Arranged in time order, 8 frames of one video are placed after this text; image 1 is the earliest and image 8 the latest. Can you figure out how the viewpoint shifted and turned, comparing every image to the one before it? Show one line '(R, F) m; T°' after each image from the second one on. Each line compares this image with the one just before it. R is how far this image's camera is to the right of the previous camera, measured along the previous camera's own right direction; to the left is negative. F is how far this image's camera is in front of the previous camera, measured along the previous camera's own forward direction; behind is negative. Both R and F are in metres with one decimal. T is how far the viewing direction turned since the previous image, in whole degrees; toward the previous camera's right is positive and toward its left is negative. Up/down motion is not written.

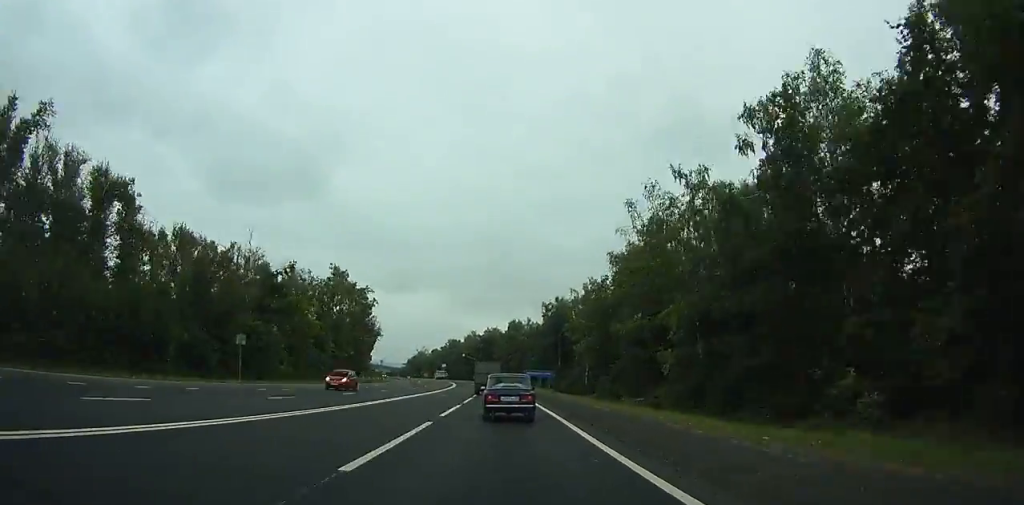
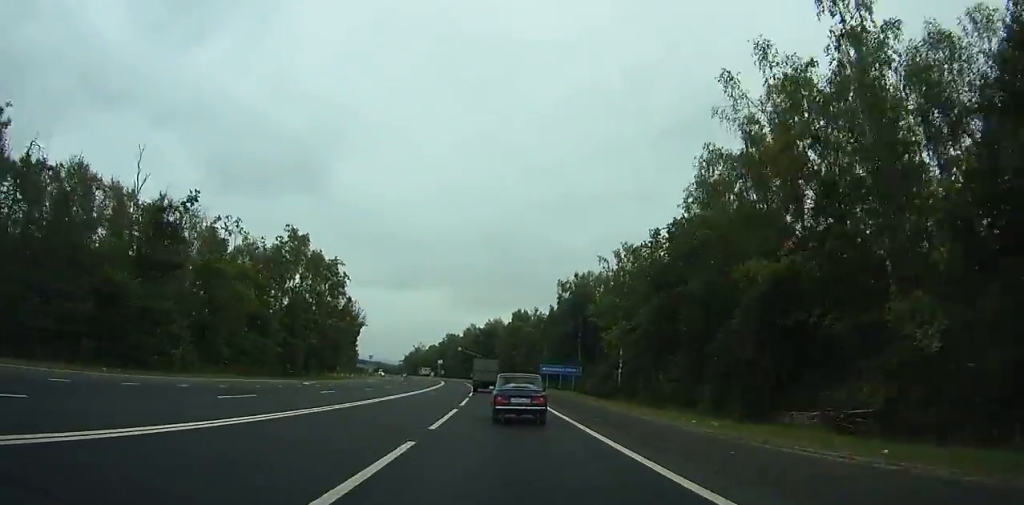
(+1.2, +31.5) m; +2°
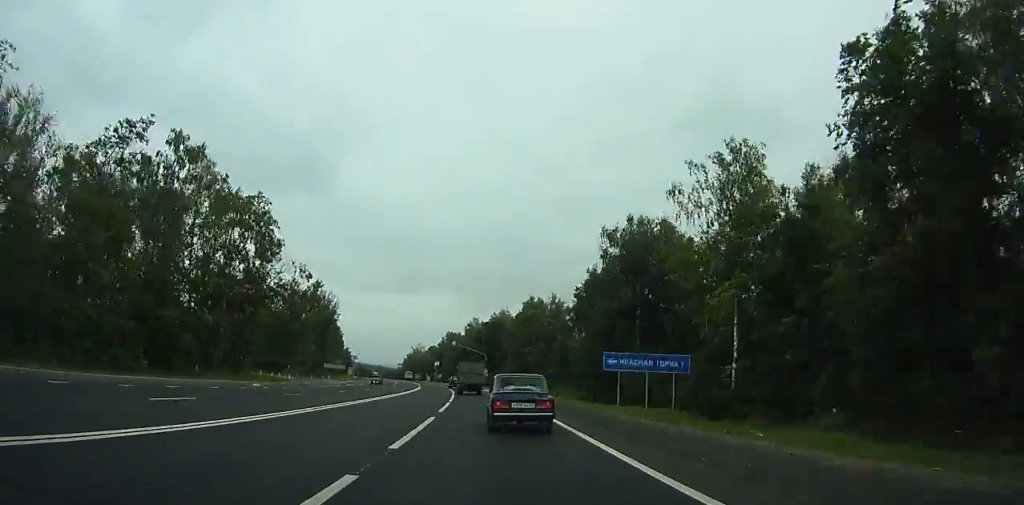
(+0.8, +41.0) m; -3°
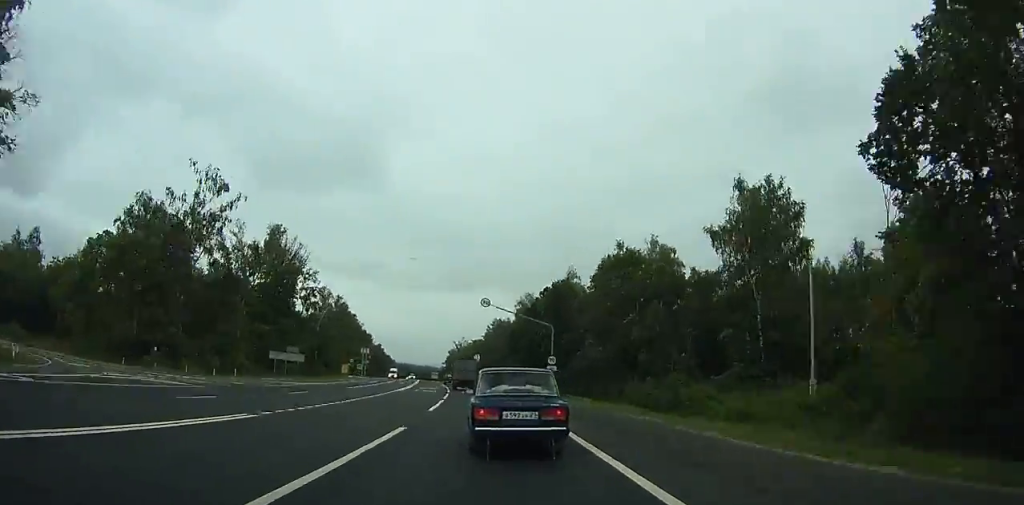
(-3.4, +56.0) m; -14°
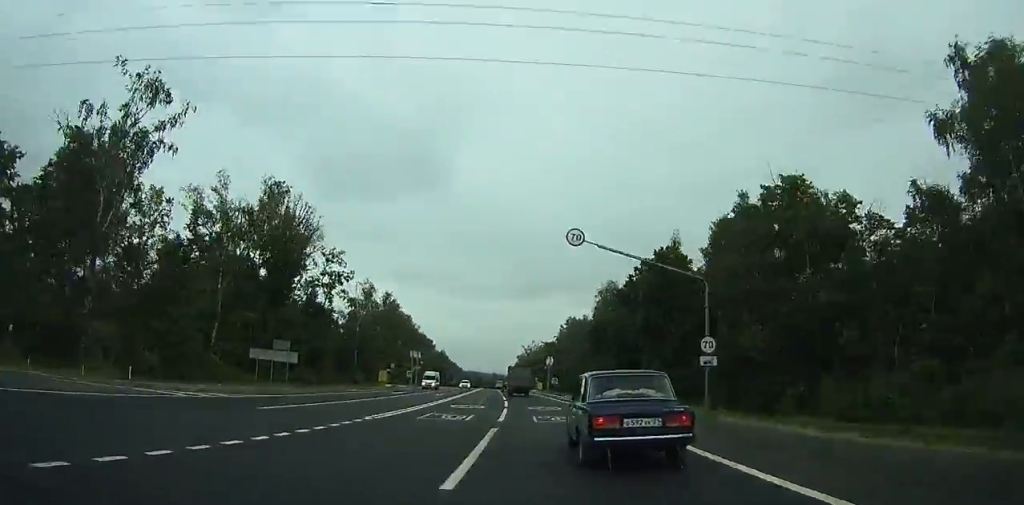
(-6.9, +26.8) m; -5°
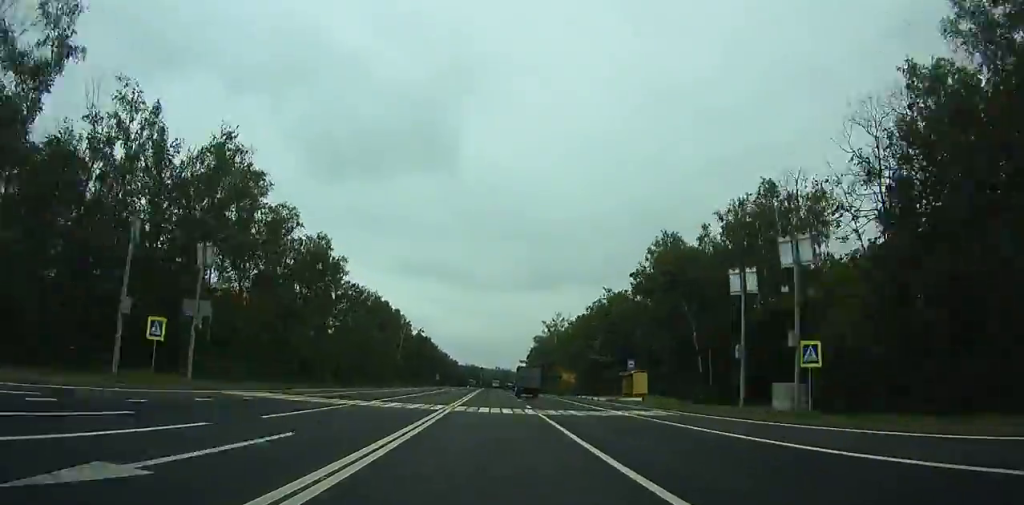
(+3.2, +100.8) m; +3°
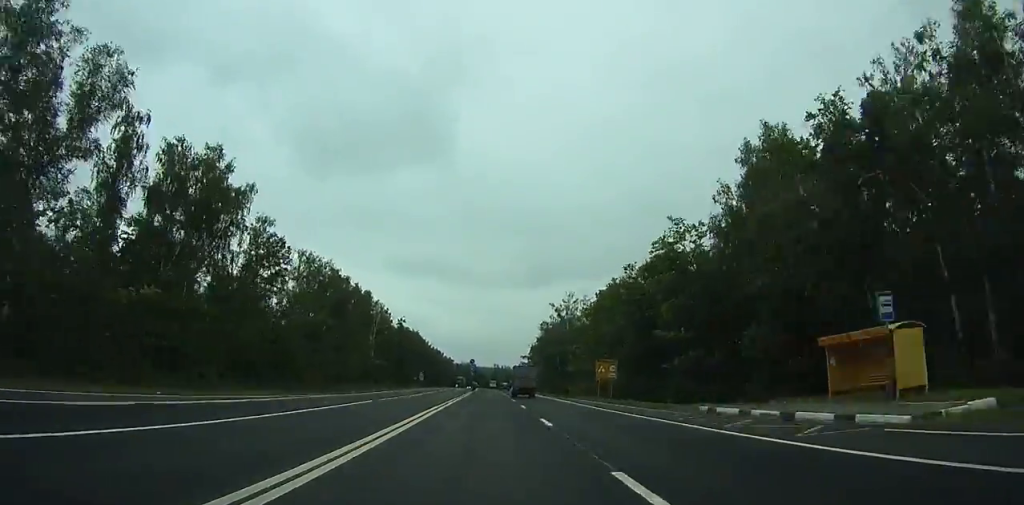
(0.0, +36.0) m; 0°
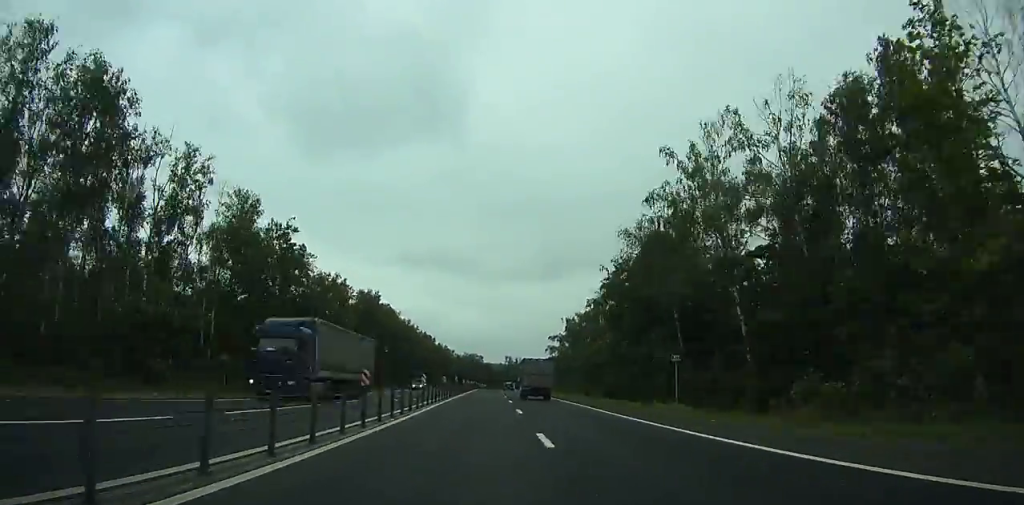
(-0.3, +100.7) m; 0°
